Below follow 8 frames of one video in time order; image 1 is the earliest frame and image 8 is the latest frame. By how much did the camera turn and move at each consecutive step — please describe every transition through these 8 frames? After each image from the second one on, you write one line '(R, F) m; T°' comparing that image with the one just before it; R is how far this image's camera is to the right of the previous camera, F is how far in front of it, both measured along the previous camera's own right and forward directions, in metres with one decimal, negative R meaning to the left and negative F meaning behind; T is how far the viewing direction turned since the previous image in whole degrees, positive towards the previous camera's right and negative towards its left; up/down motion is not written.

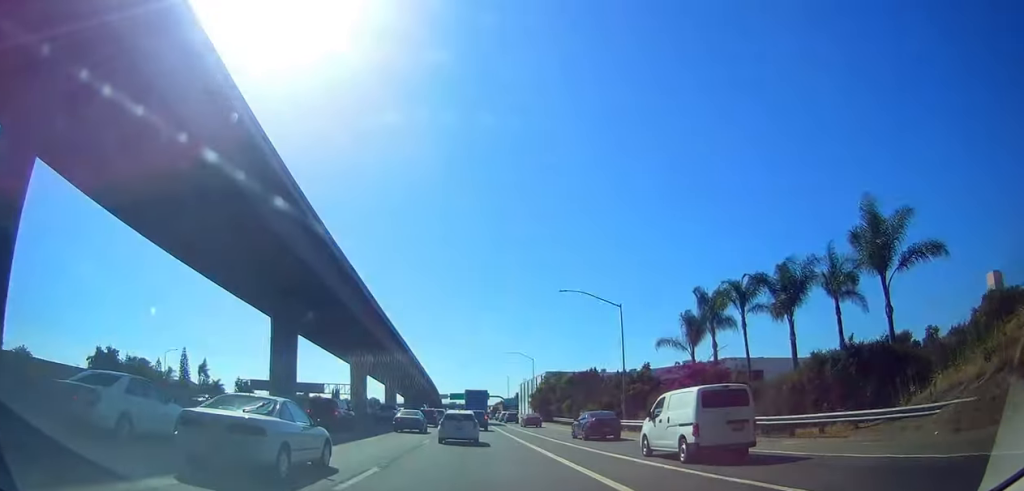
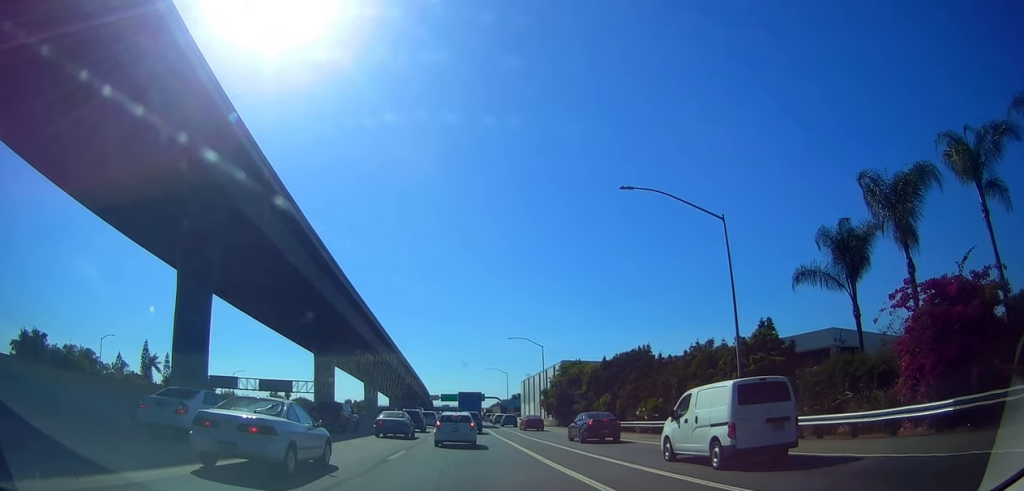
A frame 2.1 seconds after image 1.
(-0.2, +22.3) m; +1°
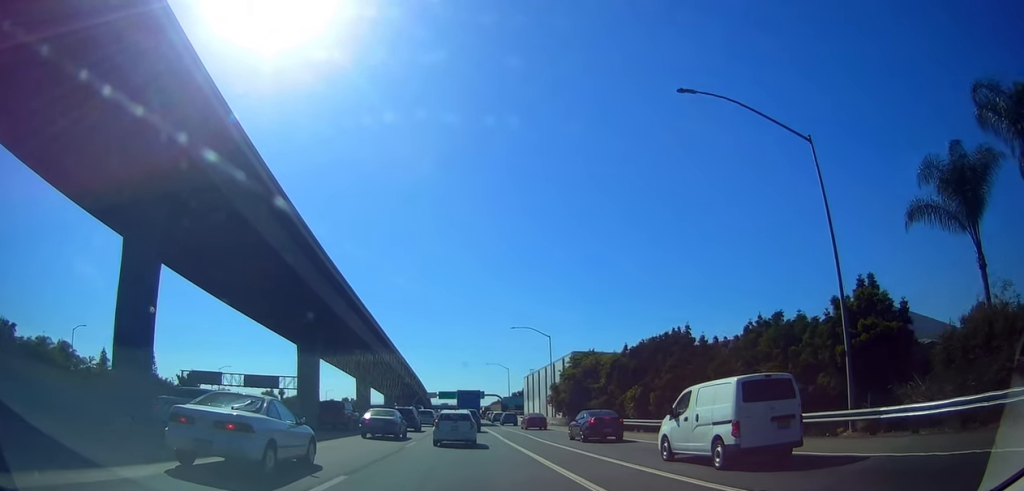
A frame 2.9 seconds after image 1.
(+0.1, +8.8) m; +1°
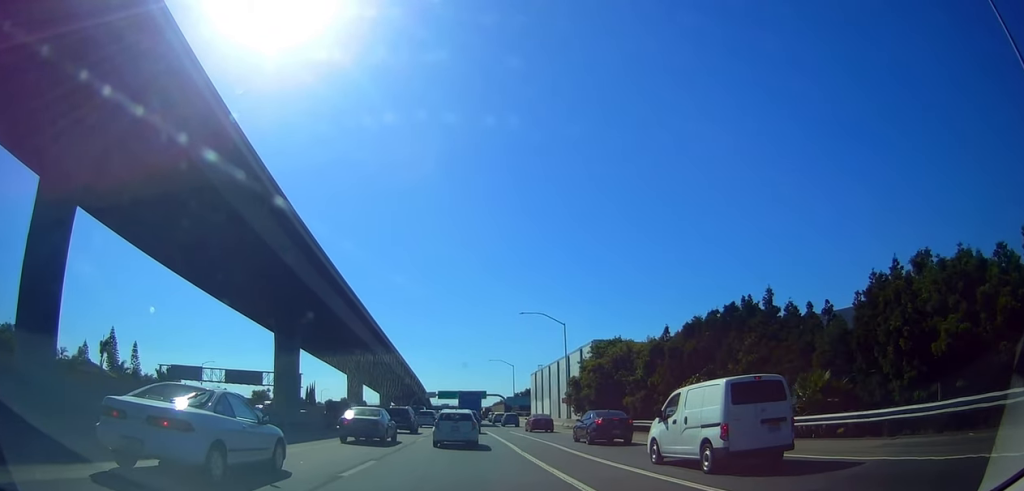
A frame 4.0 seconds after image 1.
(+0.1, +11.4) m; +1°
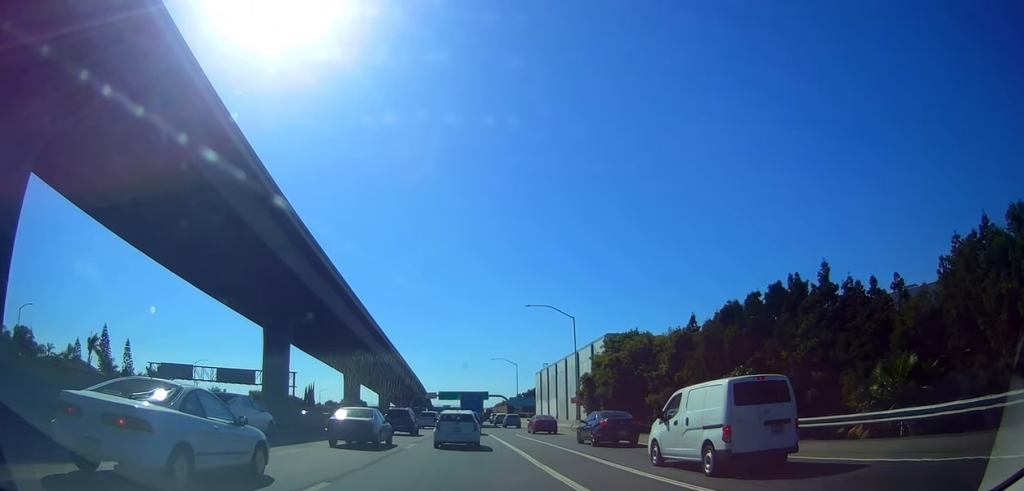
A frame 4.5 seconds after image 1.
(0.0, +5.4) m; 0°
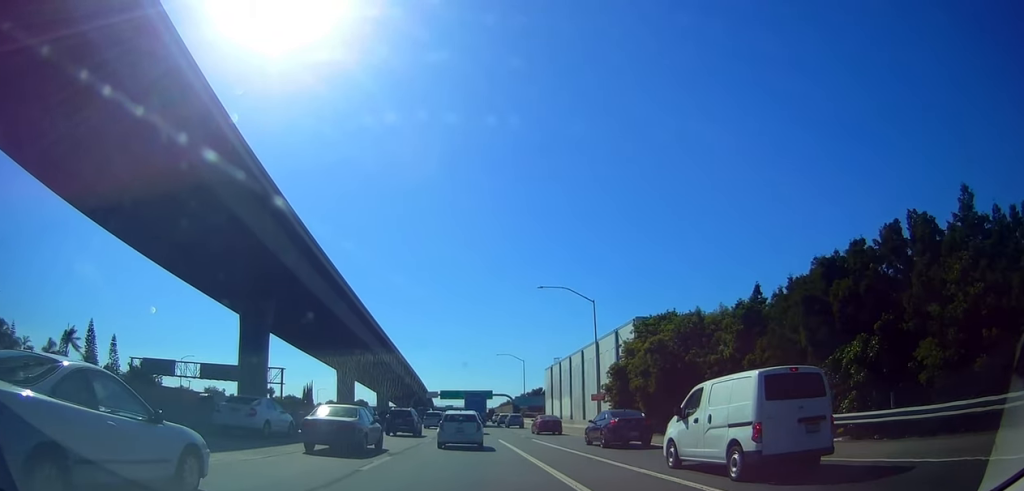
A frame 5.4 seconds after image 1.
(0.0, +9.5) m; +2°
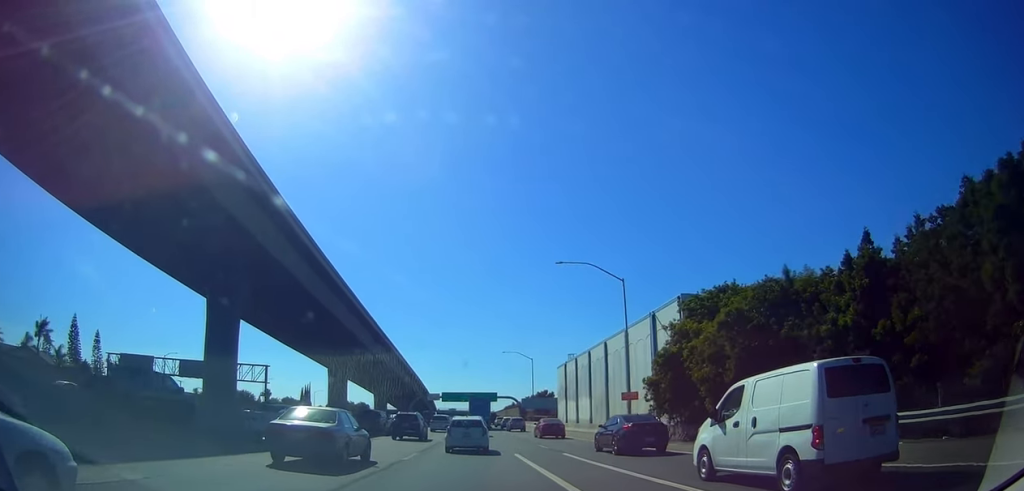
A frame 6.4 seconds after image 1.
(+0.4, +9.8) m; -4°
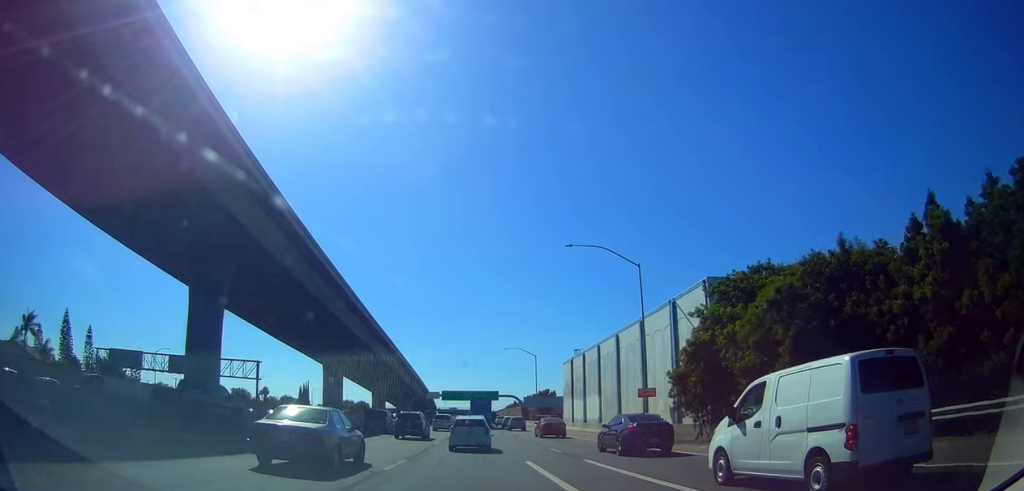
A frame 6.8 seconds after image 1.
(-0.5, +4.2) m; 0°
